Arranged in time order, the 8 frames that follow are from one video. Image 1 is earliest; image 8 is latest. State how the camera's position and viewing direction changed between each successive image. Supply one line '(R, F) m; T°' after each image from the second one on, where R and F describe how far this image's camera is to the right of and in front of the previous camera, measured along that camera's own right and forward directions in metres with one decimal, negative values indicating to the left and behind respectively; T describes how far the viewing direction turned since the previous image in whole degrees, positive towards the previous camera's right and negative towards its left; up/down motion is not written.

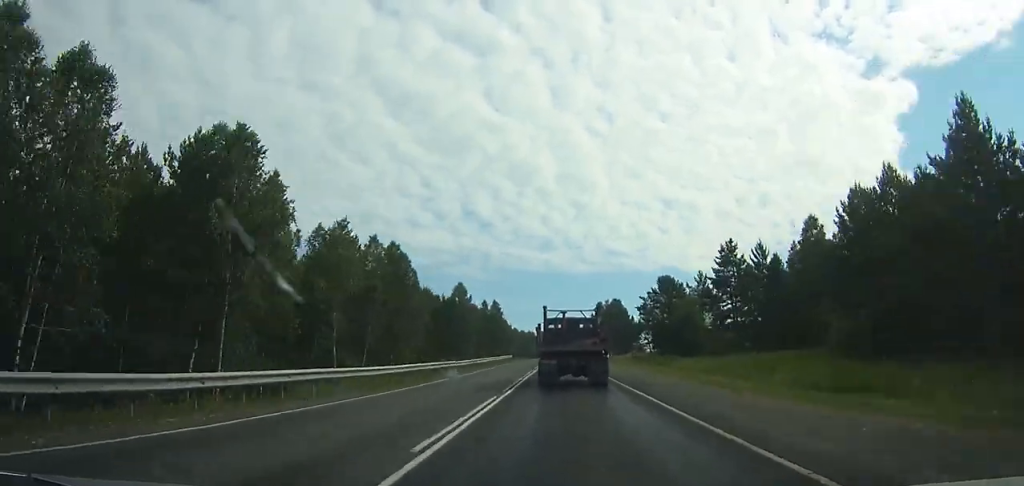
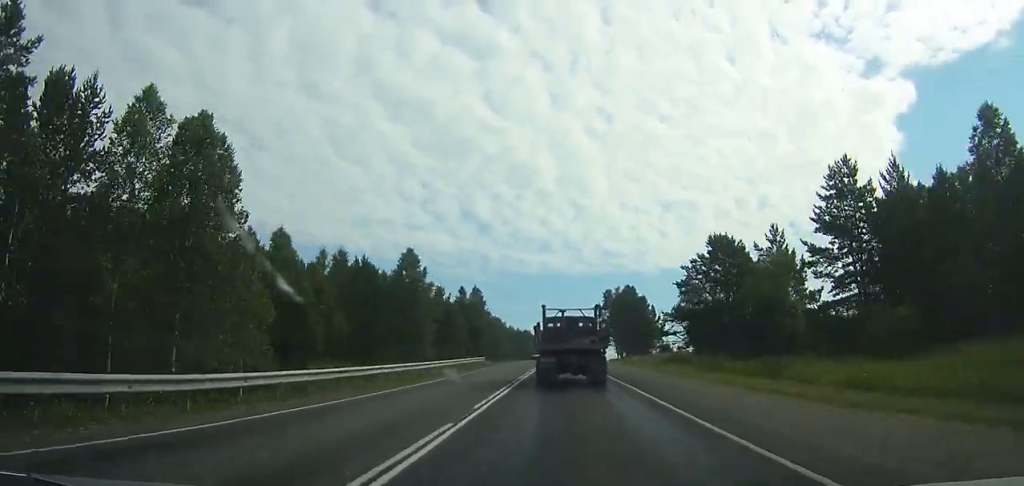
(+0.1, +30.6) m; 0°
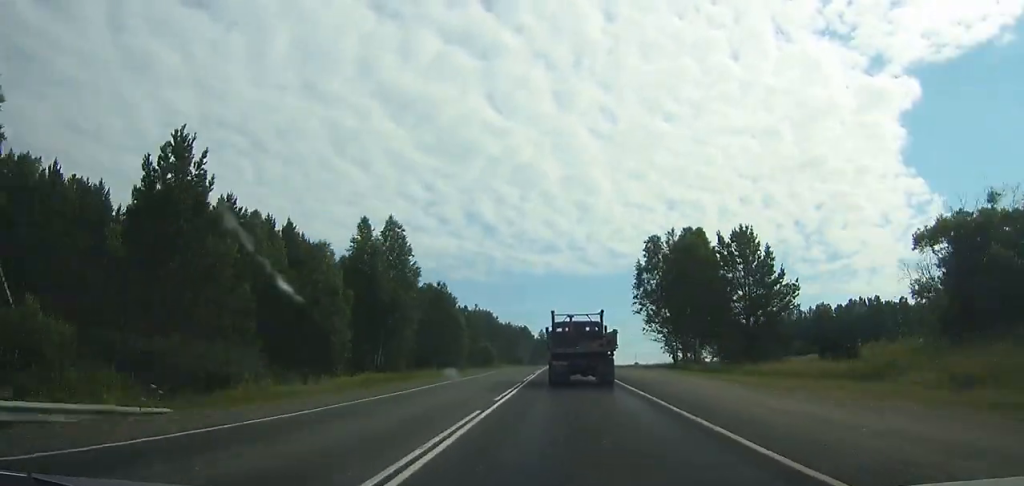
(-0.1, +57.6) m; 0°
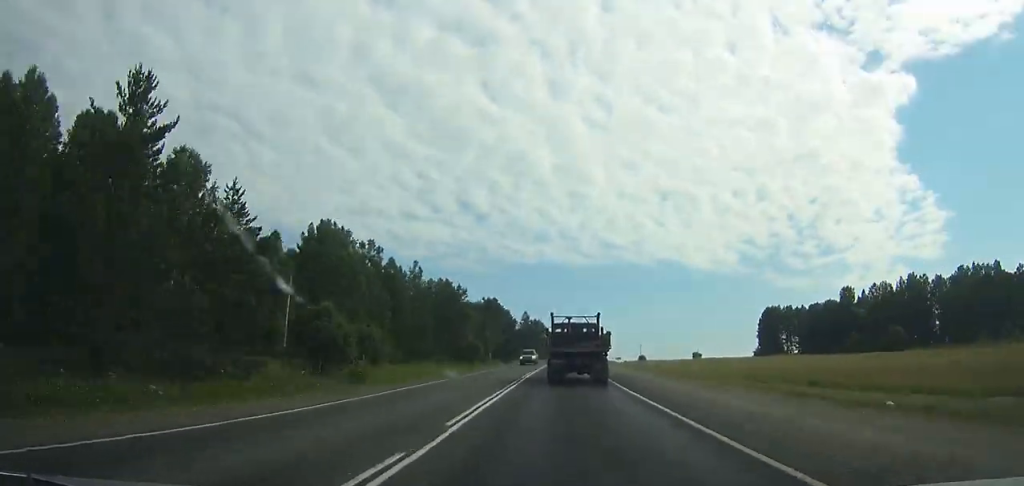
(+0.1, +78.4) m; 0°
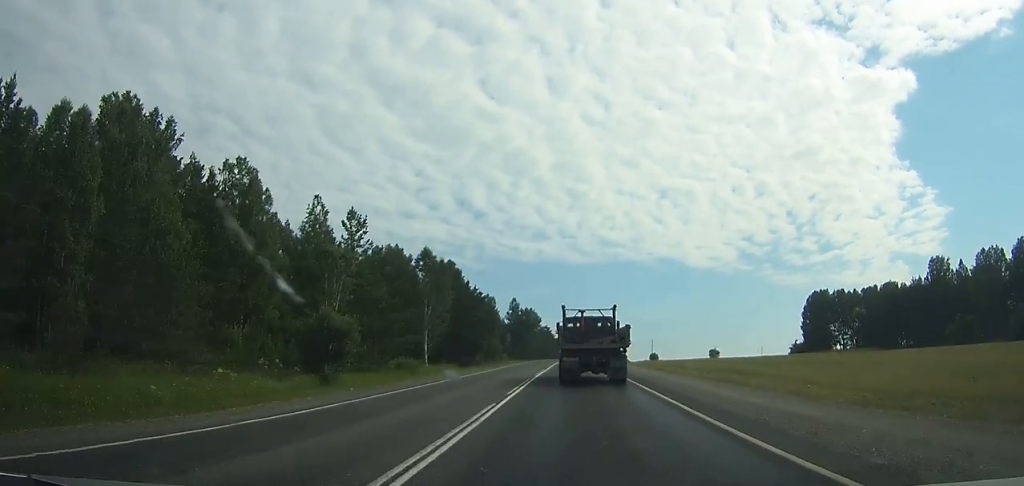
(+0.3, +51.6) m; +1°
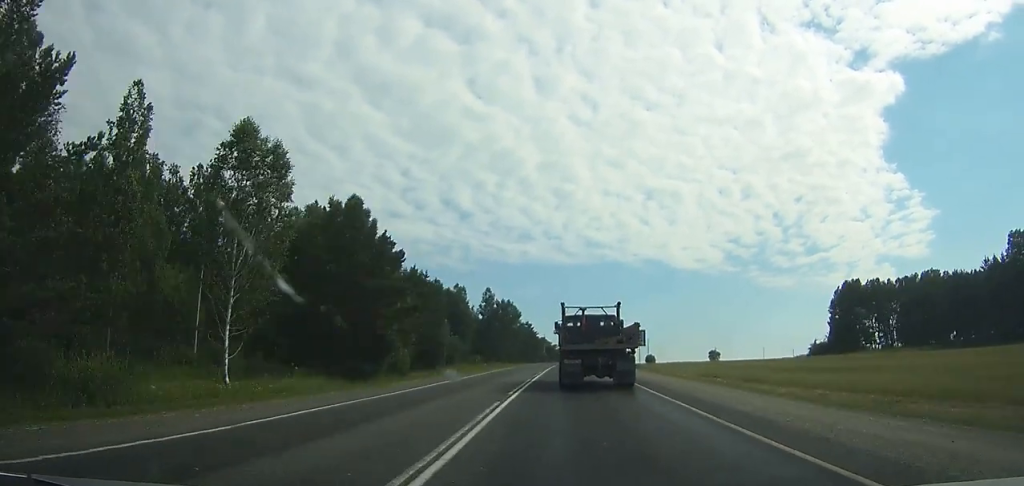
(+0.1, +35.1) m; +1°
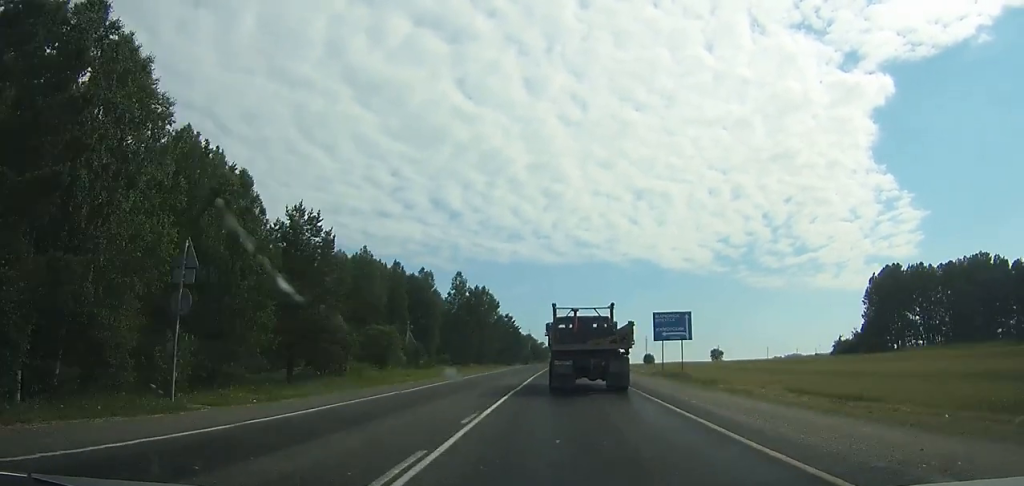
(+0.4, +31.1) m; +1°
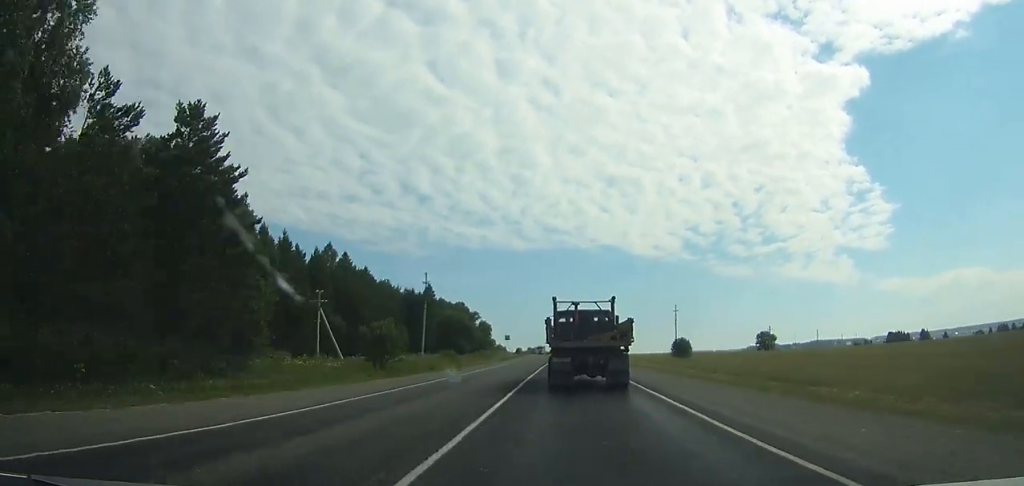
(+3.7, +121.1) m; +3°
